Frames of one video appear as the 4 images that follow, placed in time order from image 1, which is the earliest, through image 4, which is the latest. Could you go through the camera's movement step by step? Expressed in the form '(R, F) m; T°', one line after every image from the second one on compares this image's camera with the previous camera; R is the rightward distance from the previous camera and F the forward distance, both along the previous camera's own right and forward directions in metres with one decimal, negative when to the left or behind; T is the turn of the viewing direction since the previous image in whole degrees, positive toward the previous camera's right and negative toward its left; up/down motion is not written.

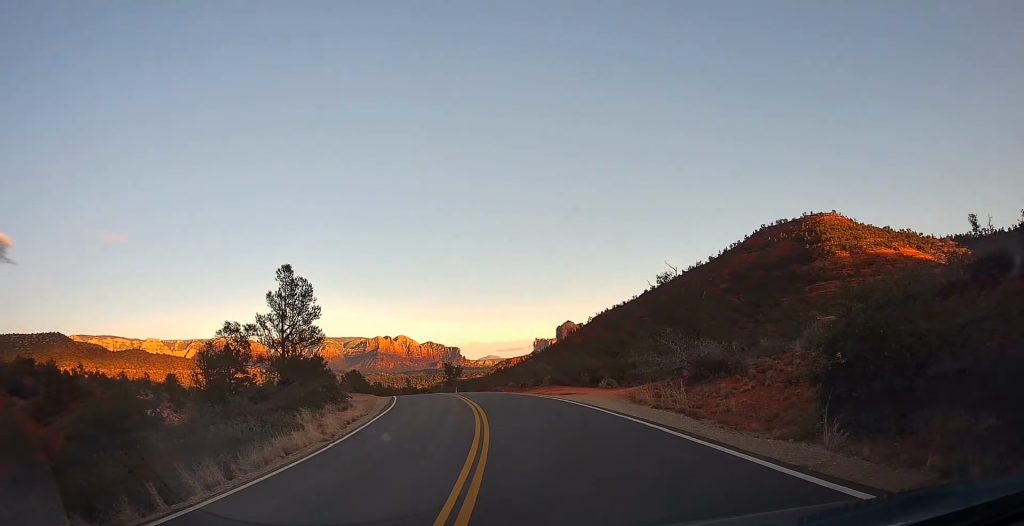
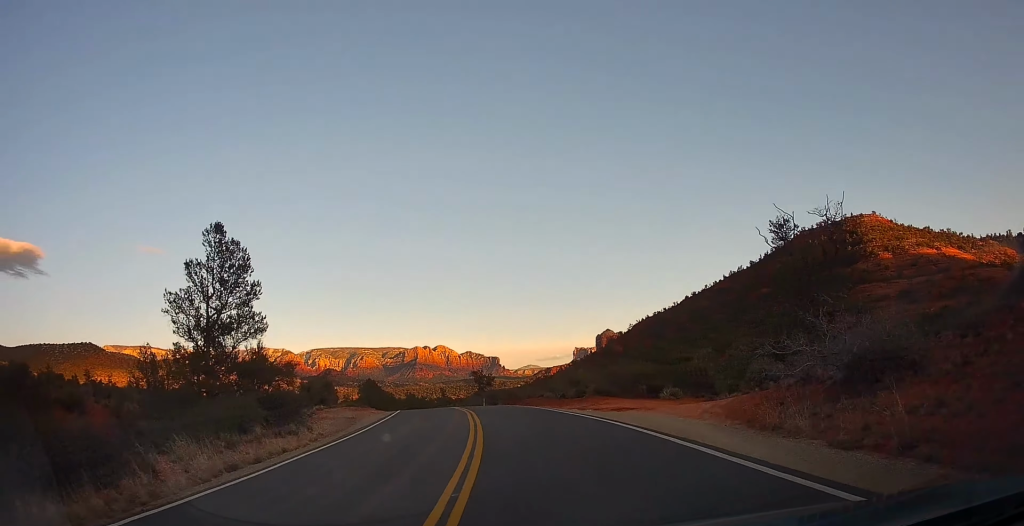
(-0.4, +10.2) m; -2°
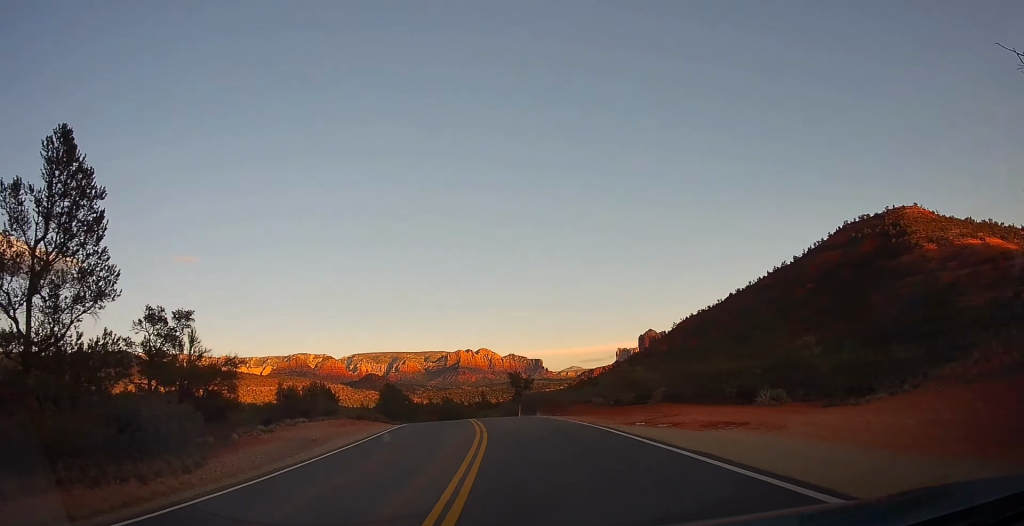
(-0.2, +10.2) m; -3°
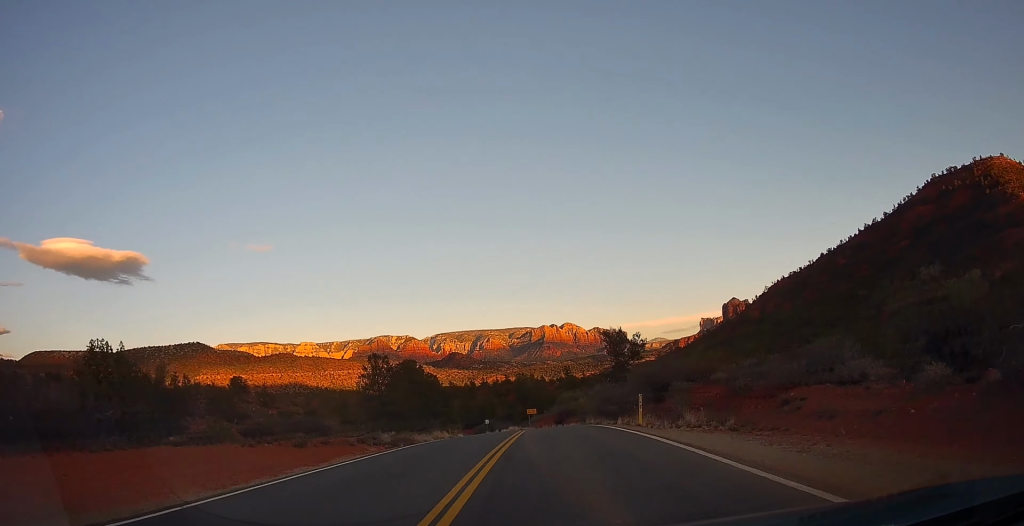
(-2.5, +30.6) m; -9°
